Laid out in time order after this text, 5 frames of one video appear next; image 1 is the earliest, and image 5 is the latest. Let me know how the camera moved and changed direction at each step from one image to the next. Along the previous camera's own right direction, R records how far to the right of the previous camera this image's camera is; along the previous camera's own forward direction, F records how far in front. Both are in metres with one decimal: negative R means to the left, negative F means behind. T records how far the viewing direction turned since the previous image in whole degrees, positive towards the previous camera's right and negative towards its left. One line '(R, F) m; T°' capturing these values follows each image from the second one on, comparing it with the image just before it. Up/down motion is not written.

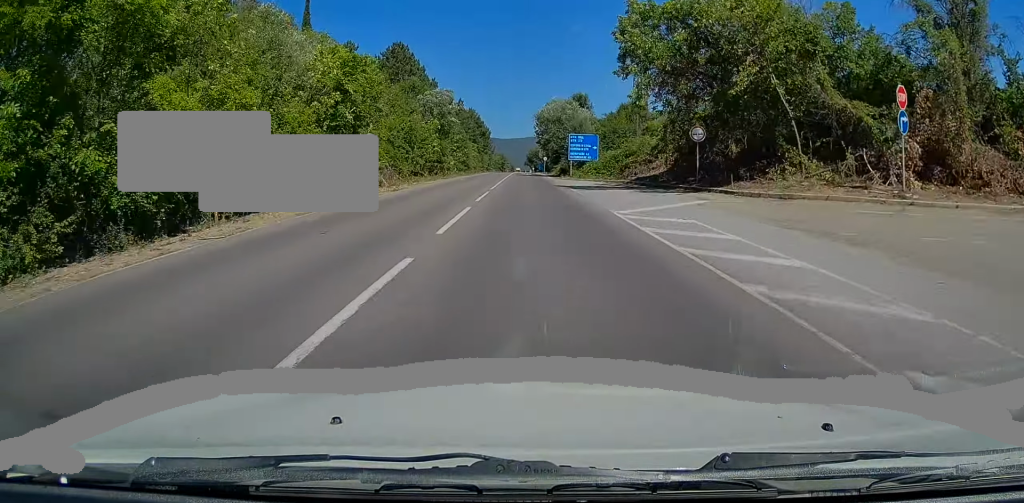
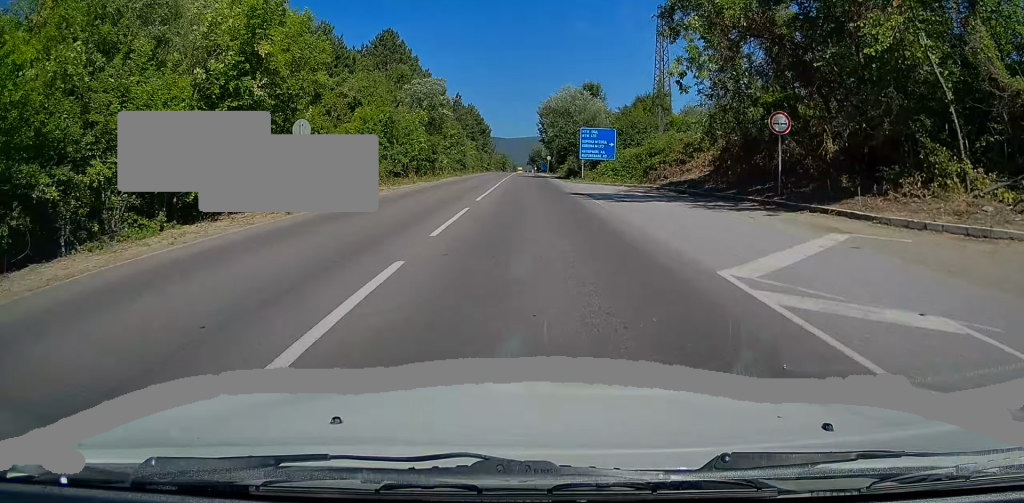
(+0.1, +9.7) m; +1°
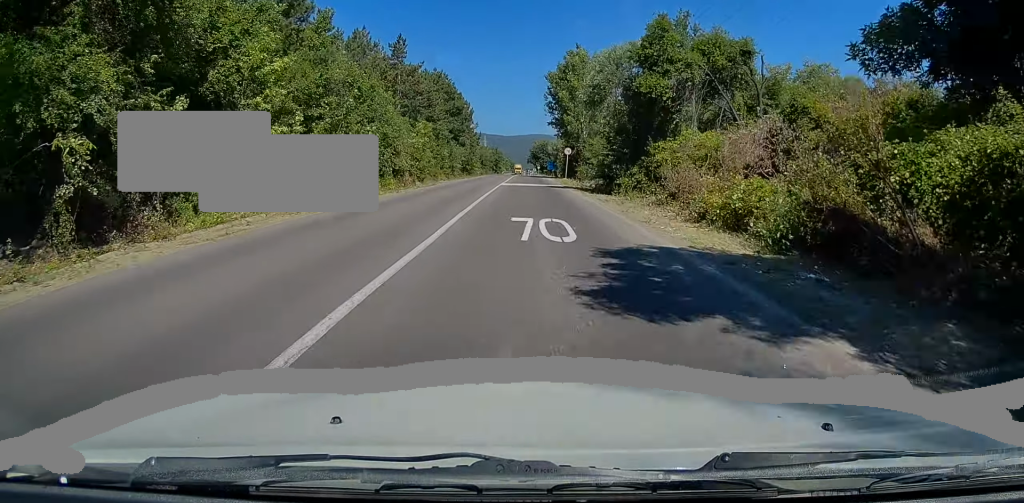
(-0.9, +58.0) m; -1°
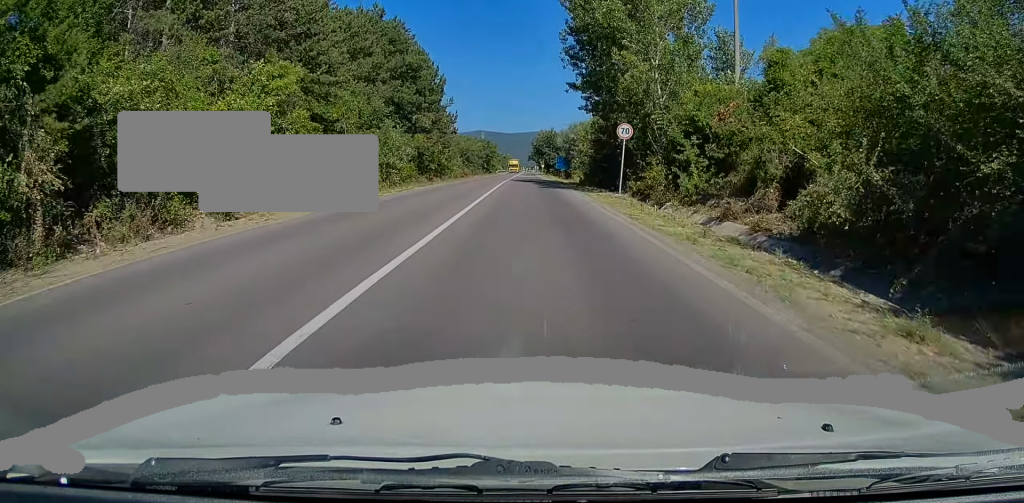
(+0.5, +39.5) m; +1°
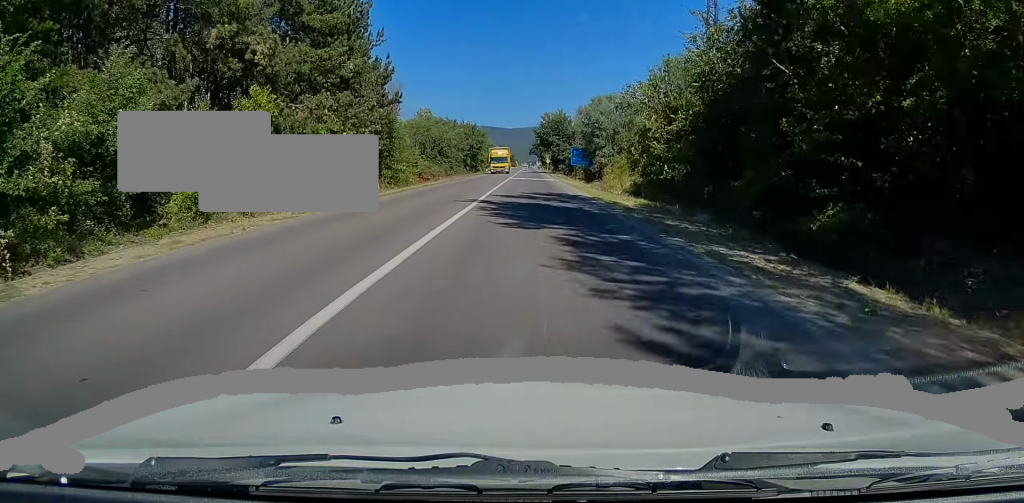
(-0.6, +36.2) m; -2°
